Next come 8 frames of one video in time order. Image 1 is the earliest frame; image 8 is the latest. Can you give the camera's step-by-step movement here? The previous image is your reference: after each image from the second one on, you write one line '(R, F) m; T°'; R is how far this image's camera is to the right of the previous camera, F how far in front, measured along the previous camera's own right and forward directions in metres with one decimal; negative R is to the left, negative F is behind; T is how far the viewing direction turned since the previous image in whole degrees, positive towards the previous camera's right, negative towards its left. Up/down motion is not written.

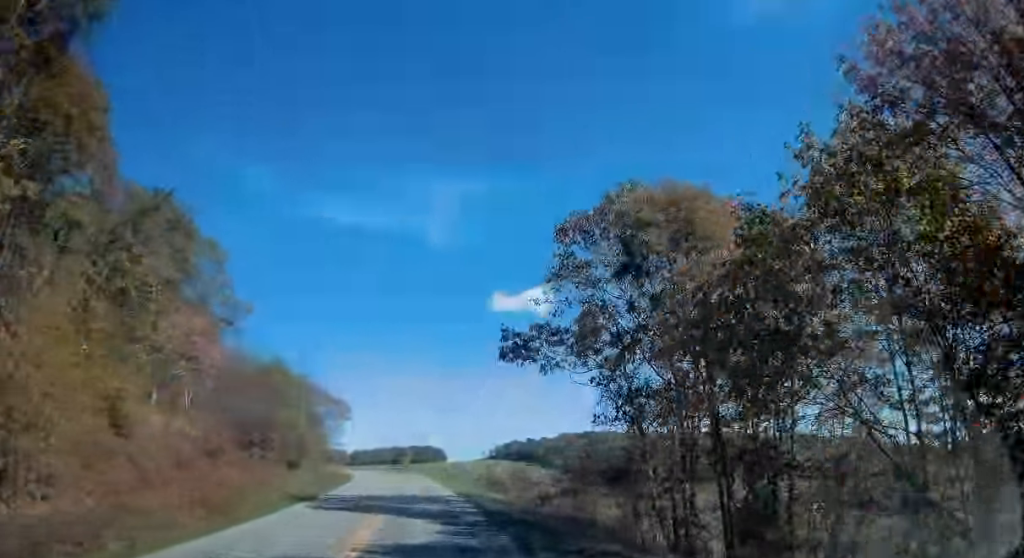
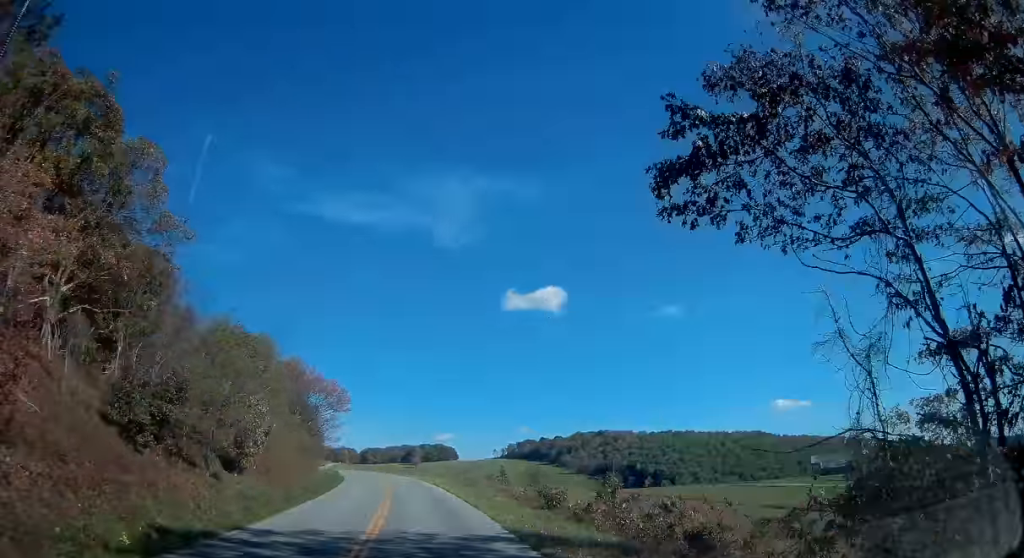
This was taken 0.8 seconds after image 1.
(-0.1, +14.9) m; -1°
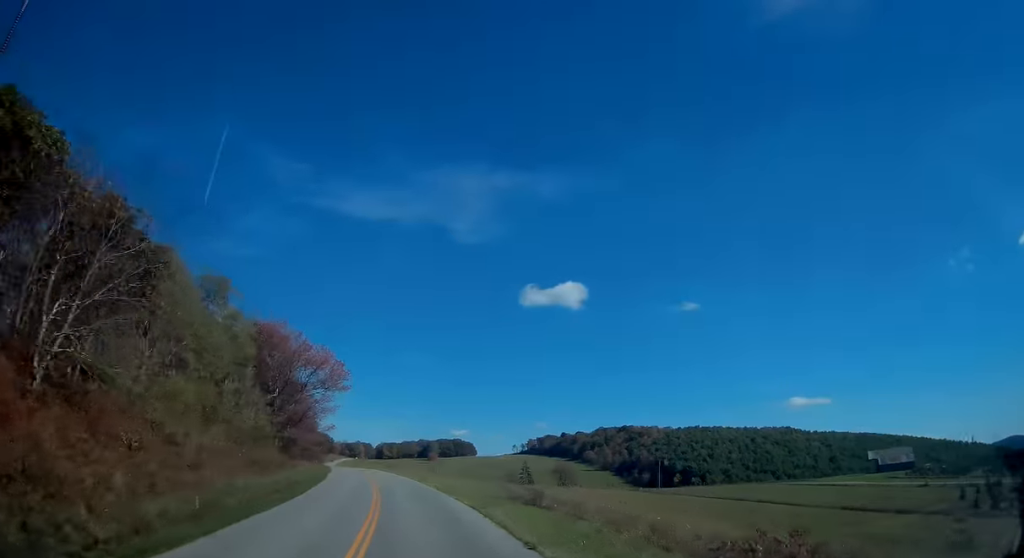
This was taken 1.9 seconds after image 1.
(-0.3, +21.9) m; -2°
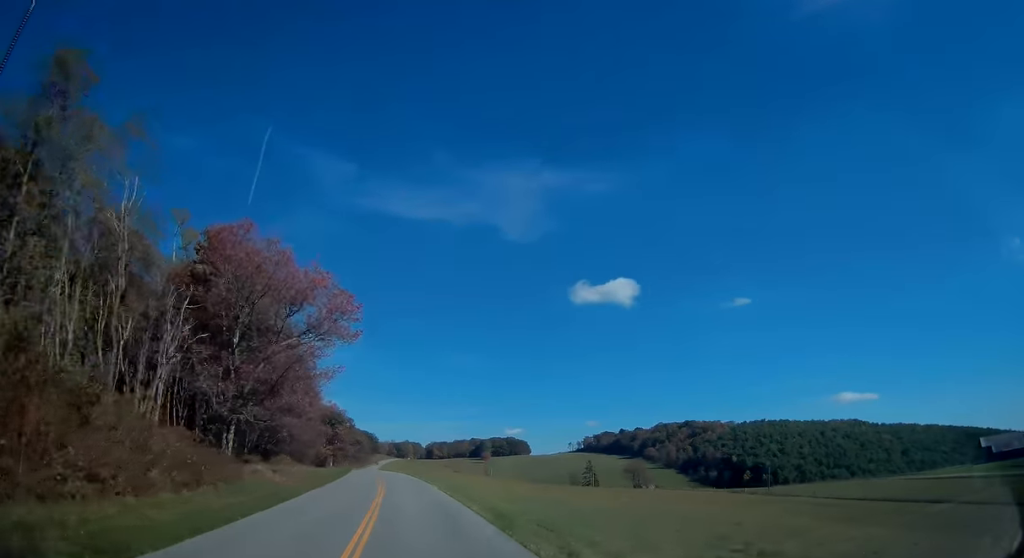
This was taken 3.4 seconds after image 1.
(-0.9, +29.3) m; -4°
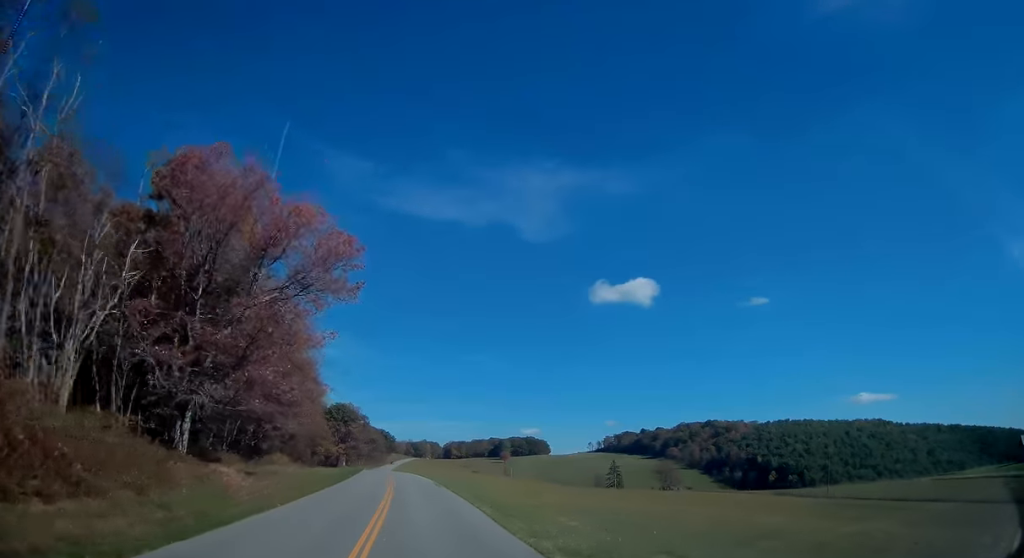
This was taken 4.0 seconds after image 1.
(-0.1, +10.1) m; -2°
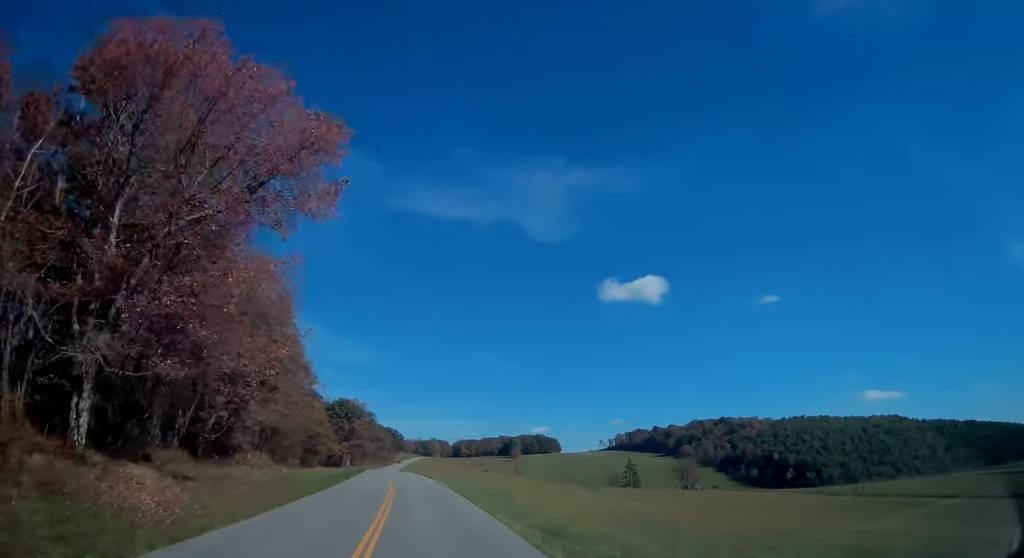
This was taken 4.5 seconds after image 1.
(-0.1, +10.2) m; -2°
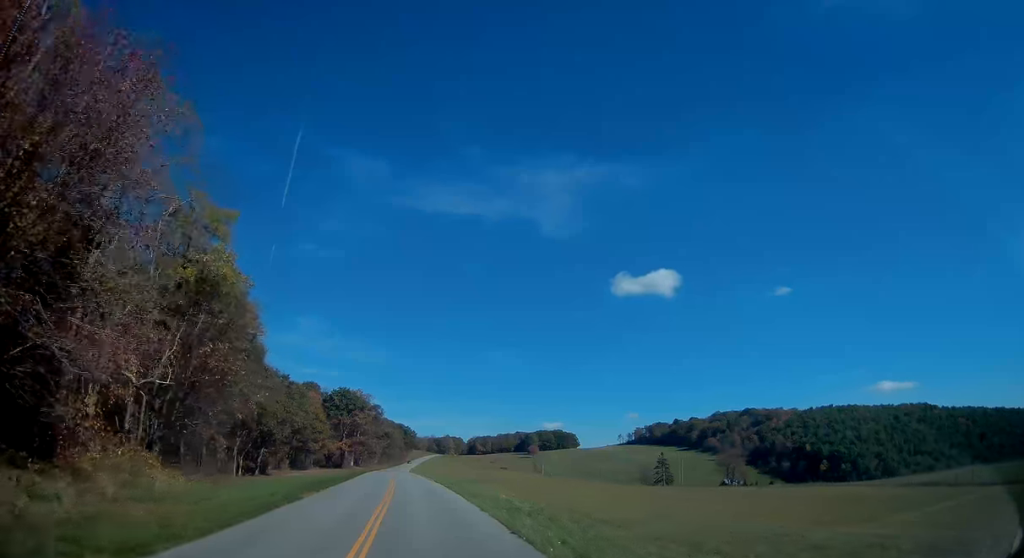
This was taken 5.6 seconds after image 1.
(-0.6, +21.8) m; -2°
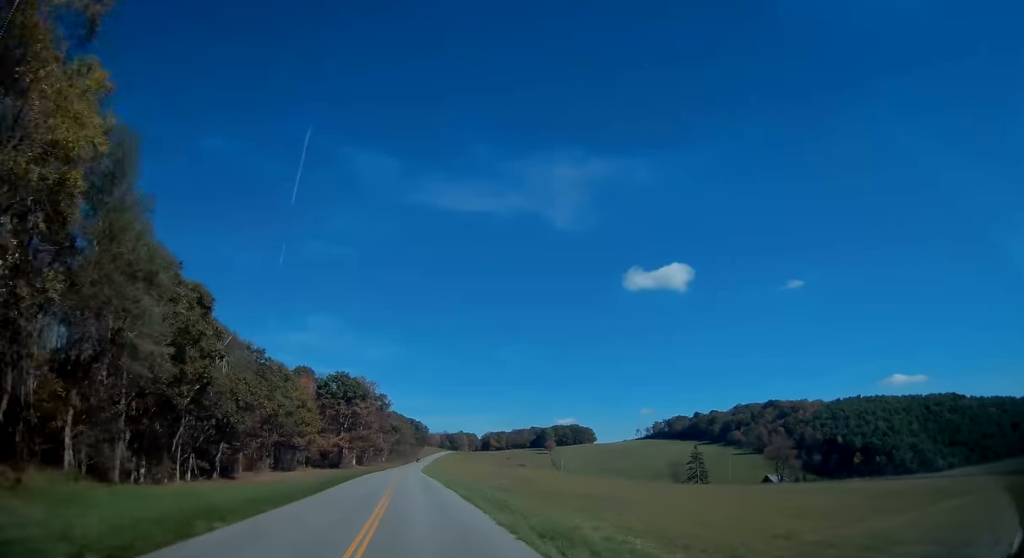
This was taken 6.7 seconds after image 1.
(-0.2, +20.9) m; 0°
